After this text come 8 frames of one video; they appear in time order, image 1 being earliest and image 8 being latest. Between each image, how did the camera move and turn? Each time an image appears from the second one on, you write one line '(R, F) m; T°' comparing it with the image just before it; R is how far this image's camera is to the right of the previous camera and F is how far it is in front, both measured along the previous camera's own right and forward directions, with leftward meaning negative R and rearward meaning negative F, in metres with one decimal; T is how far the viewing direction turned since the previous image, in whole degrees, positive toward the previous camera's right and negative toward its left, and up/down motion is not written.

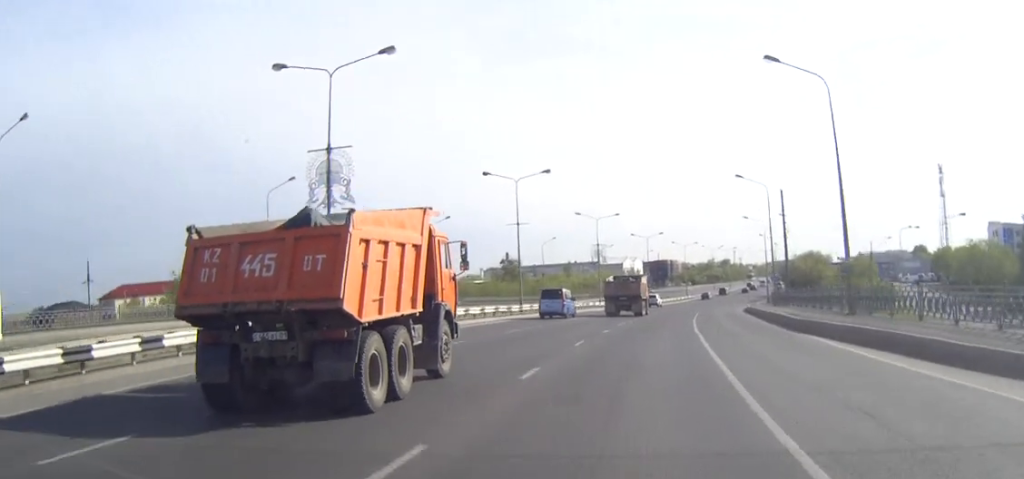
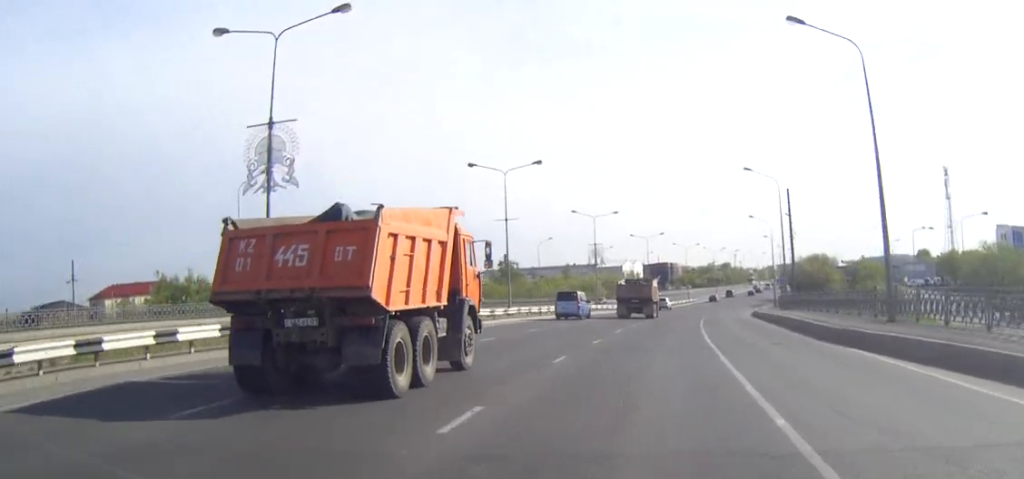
(0.0, +5.8) m; +1°
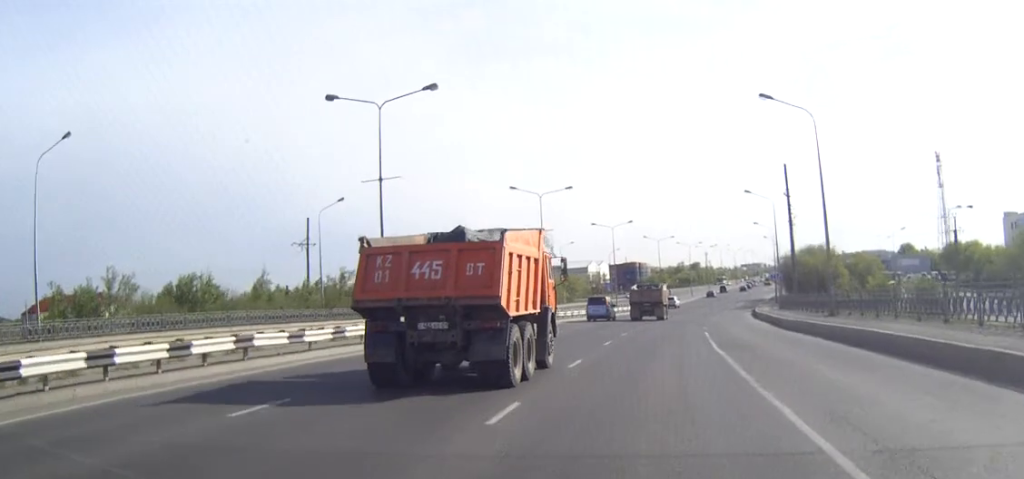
(+0.3, +24.2) m; +2°
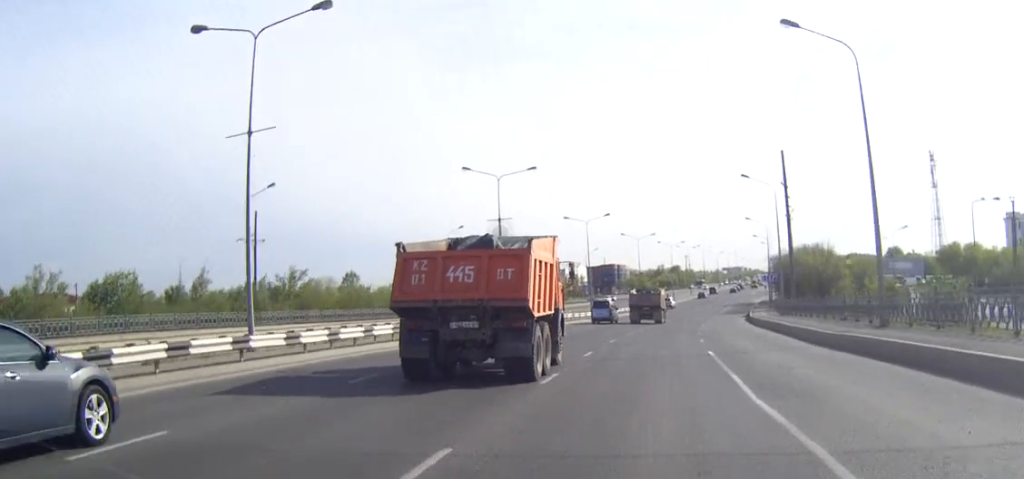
(+0.1, +12.1) m; +1°
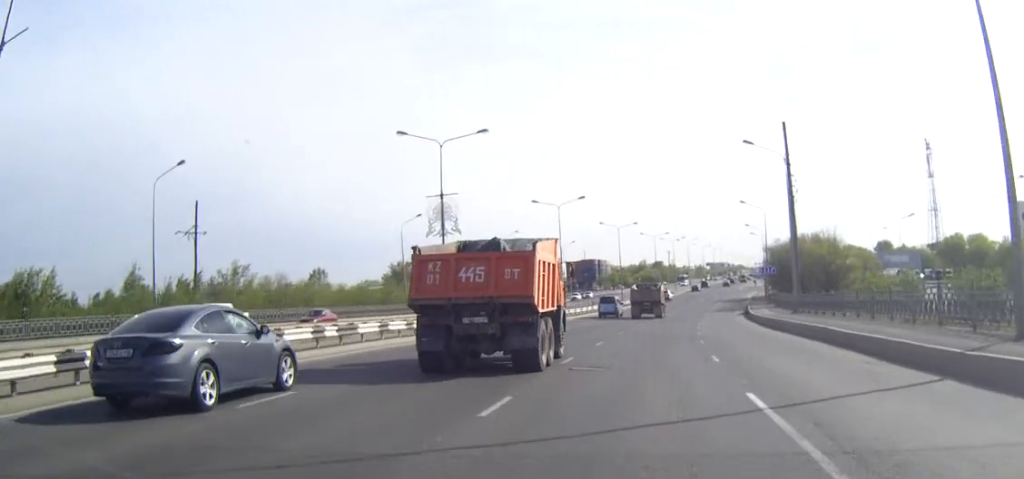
(+0.2, +12.7) m; +1°
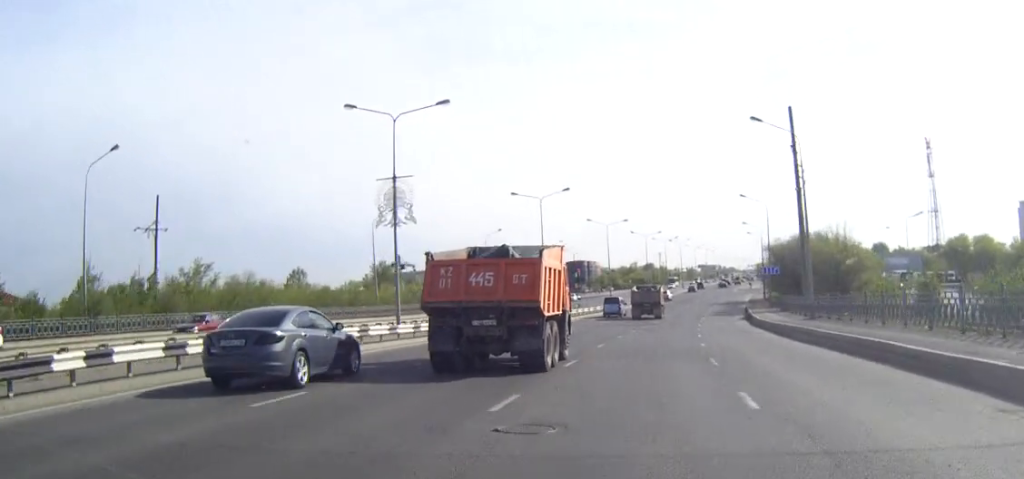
(+0.1, +7.9) m; +1°
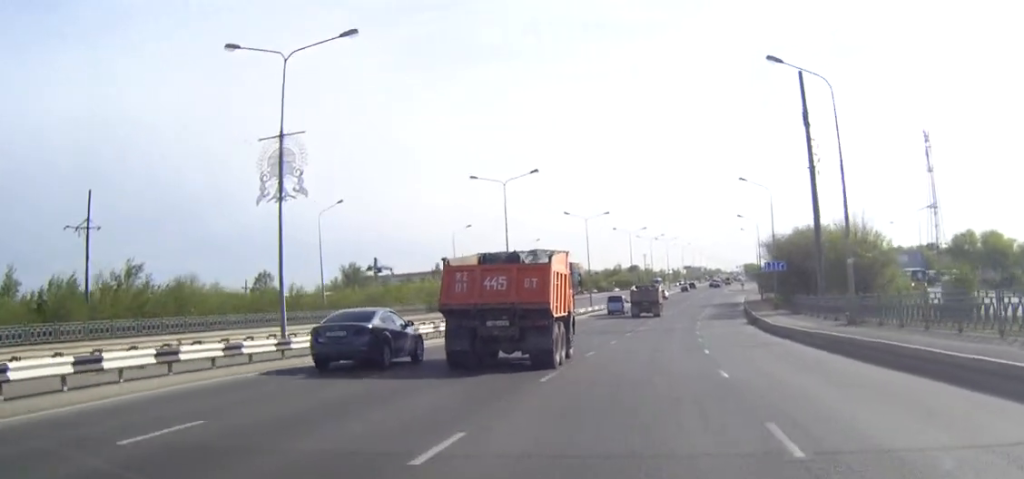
(+0.1, +12.0) m; +1°
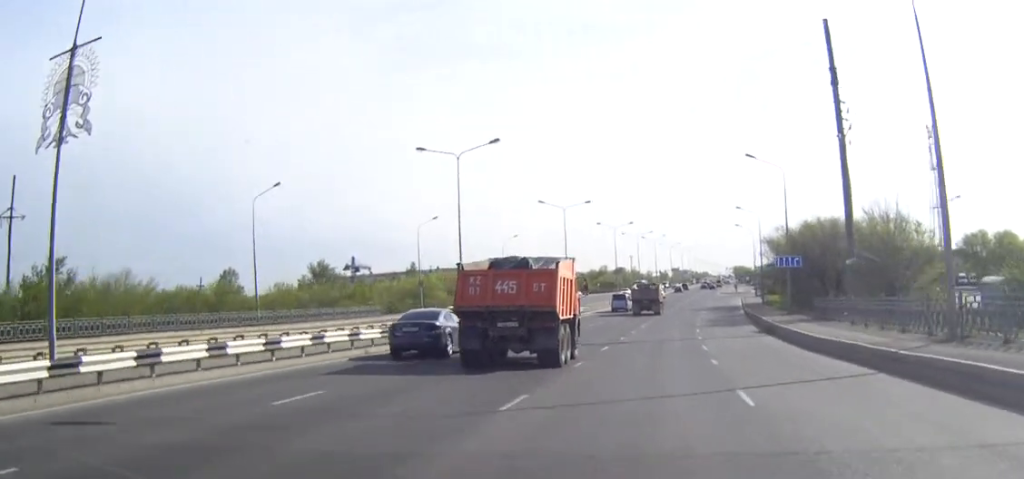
(+0.1, +12.6) m; +1°
